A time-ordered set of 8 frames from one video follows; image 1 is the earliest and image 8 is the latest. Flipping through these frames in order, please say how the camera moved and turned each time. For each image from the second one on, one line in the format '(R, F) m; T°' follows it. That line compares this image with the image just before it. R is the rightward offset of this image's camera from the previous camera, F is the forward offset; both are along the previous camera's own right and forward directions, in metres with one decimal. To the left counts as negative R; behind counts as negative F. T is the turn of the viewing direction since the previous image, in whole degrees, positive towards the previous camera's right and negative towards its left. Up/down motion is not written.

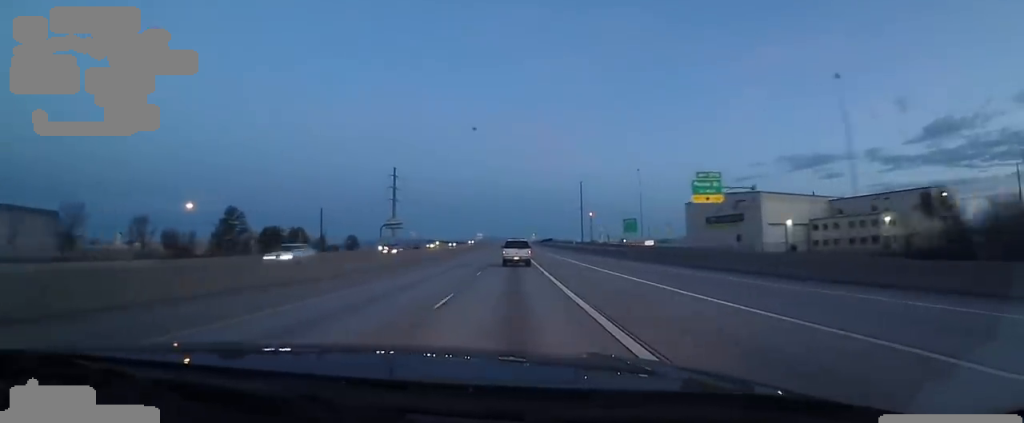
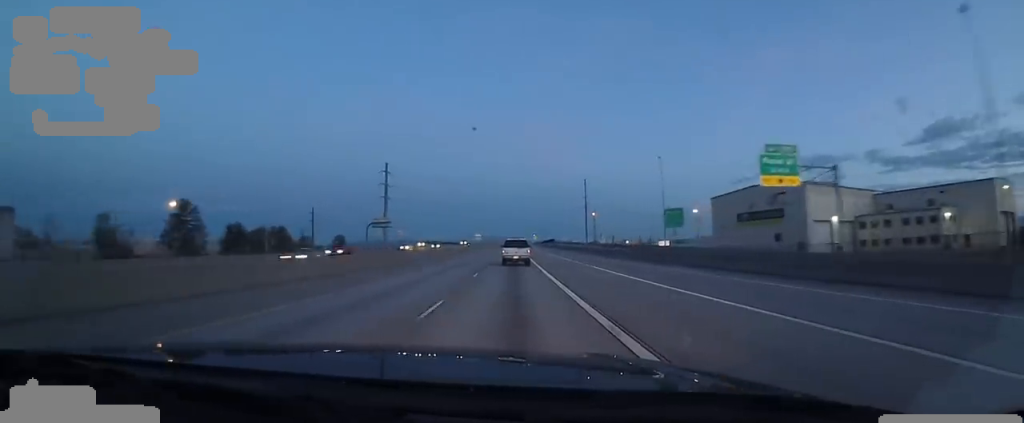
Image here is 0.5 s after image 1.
(+0.2, +14.0) m; +2°
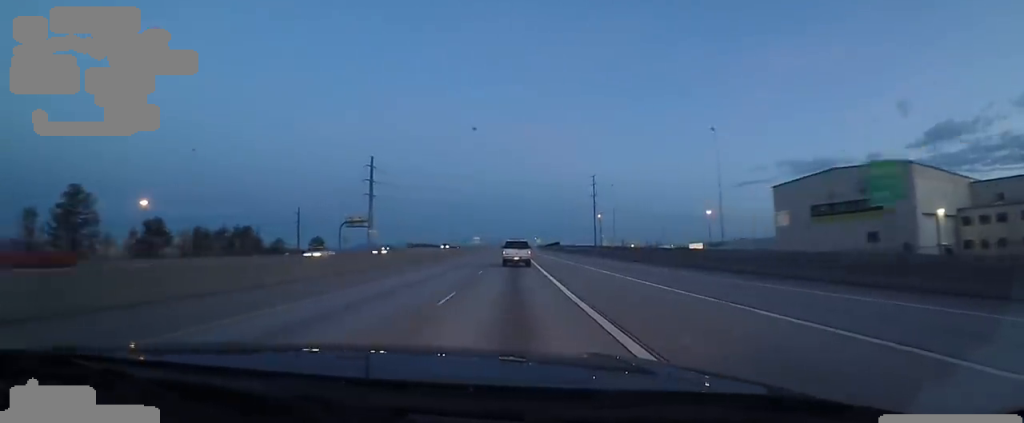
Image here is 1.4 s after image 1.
(+0.3, +21.8) m; +1°
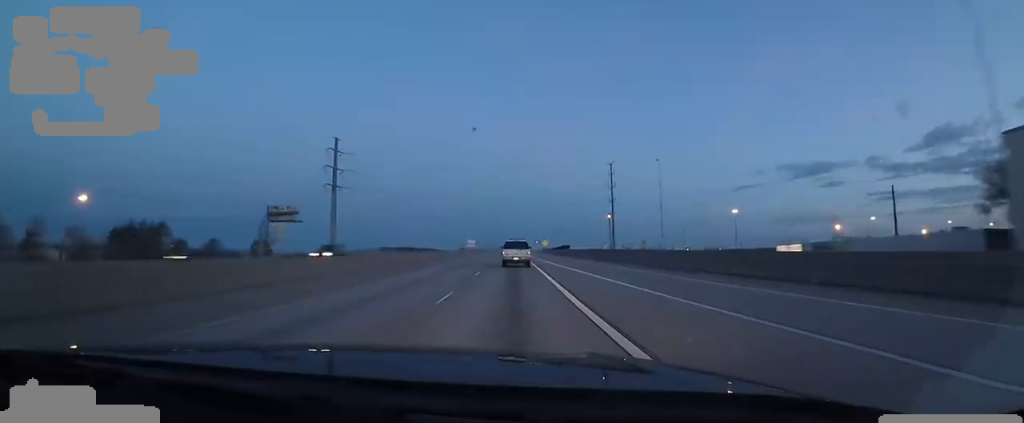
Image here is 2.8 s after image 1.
(-0.4, +36.3) m; -3°
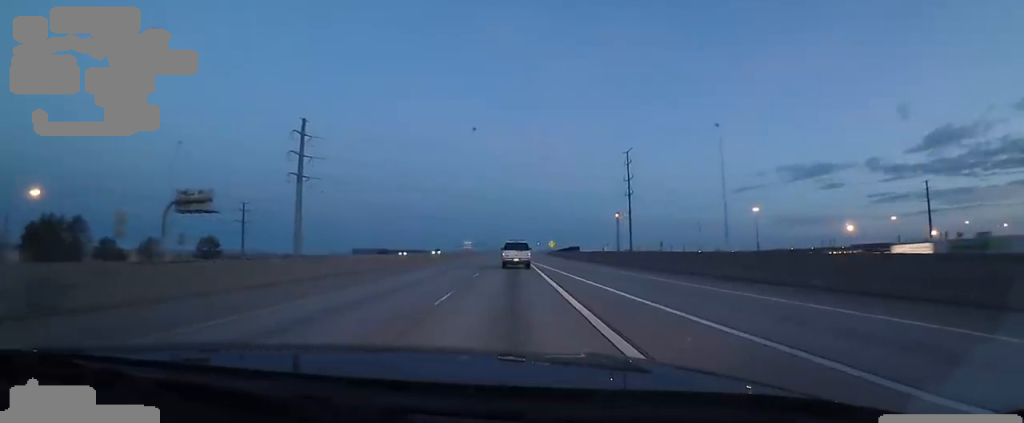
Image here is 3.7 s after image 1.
(-0.6, +23.5) m; -1°
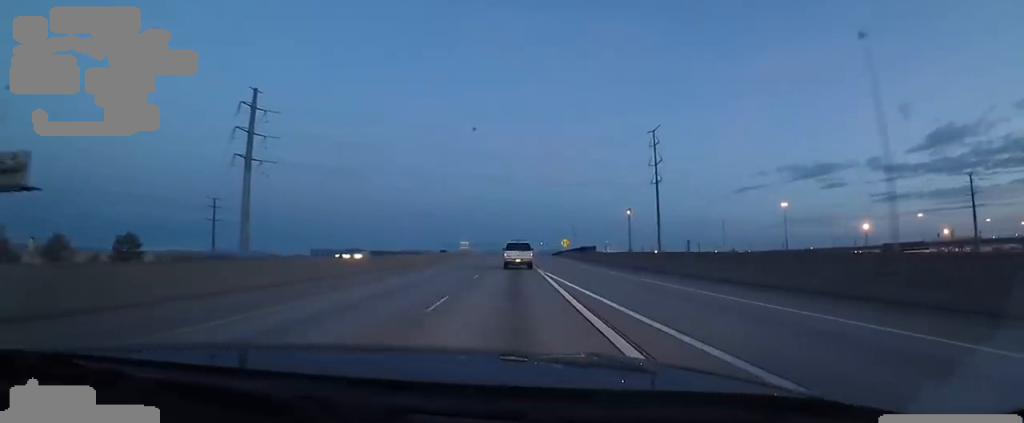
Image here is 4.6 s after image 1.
(+0.1, +25.5) m; +1°
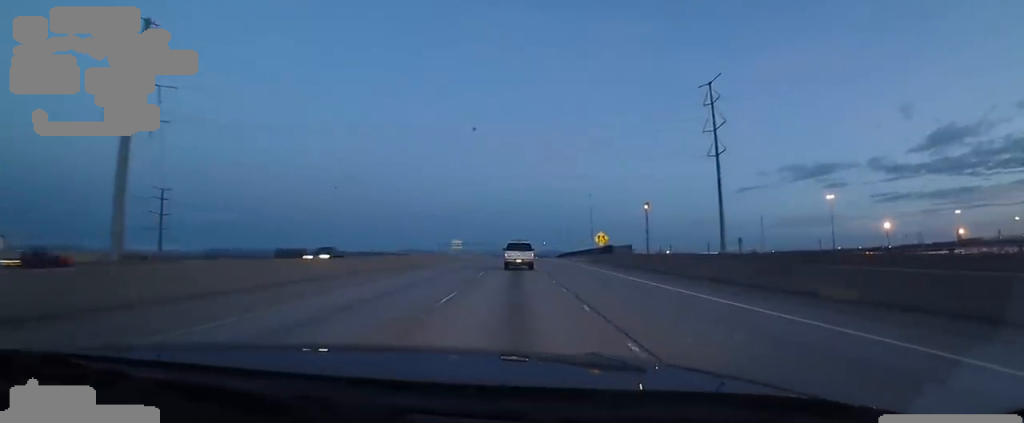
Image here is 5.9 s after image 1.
(+0.6, +33.7) m; 0°
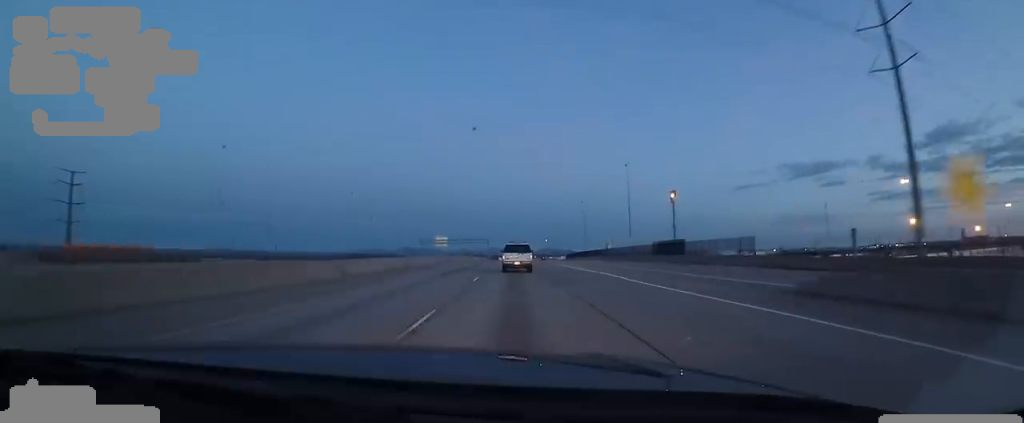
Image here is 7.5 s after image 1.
(-0.7, +40.1) m; 0°
